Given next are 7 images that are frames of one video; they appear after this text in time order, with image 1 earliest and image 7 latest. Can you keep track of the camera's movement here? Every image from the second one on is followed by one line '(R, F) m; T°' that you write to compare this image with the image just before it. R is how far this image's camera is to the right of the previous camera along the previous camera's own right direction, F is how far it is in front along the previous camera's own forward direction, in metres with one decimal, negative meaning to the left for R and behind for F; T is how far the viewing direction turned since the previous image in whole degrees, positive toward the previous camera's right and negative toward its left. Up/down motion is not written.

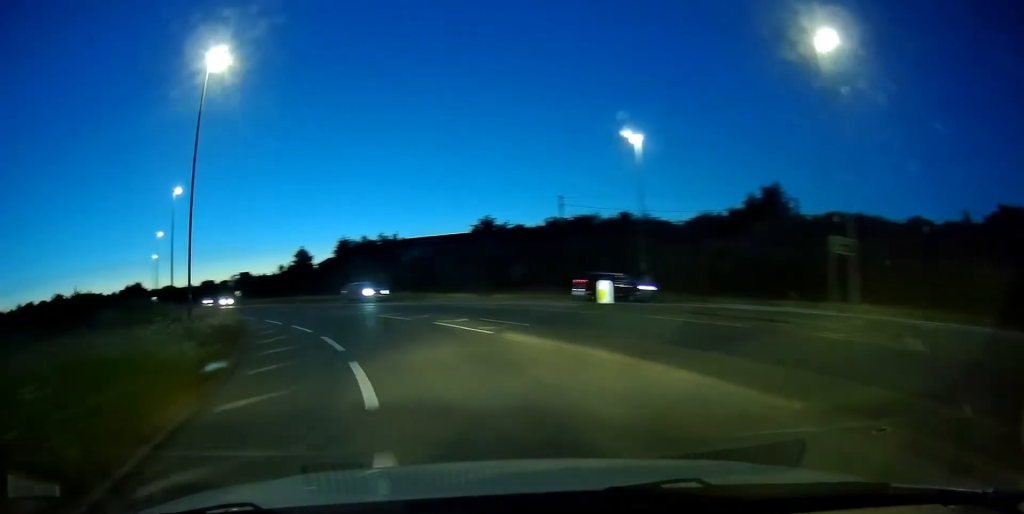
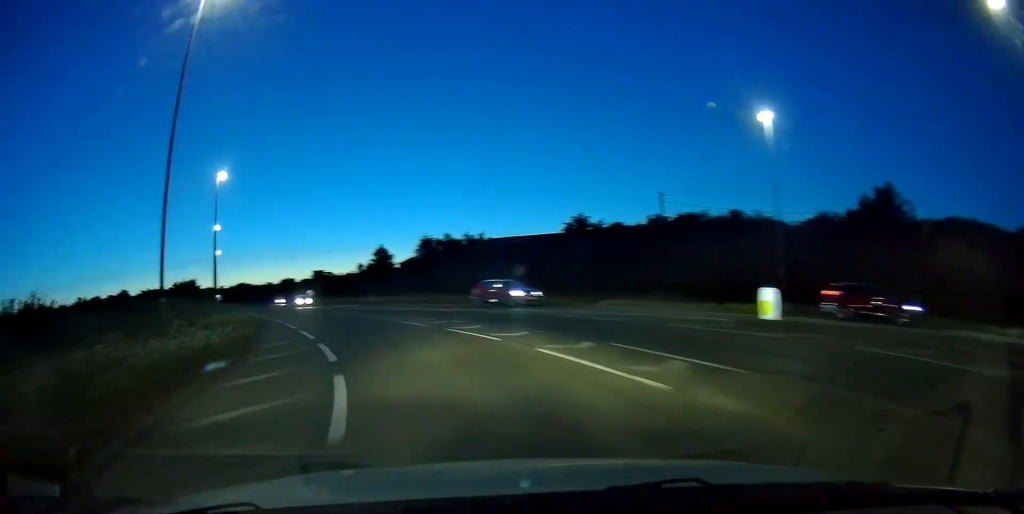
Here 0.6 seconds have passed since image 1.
(-0.2, +6.3) m; -7°
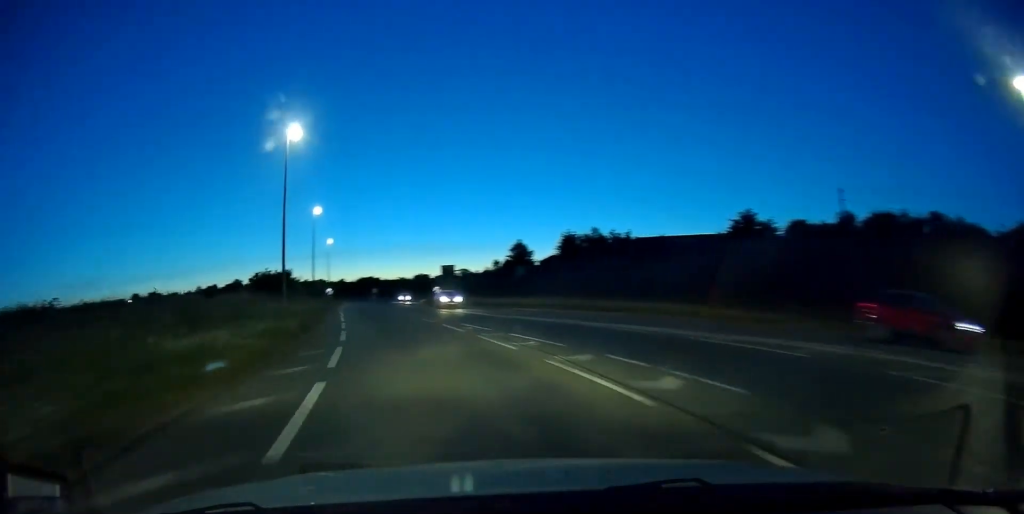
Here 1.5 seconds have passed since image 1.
(-1.1, +10.5) m; -15°
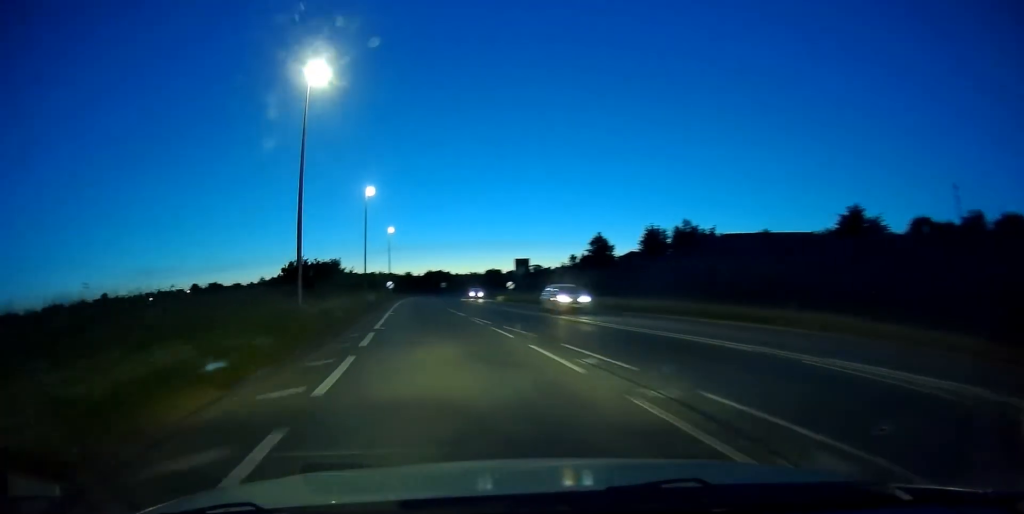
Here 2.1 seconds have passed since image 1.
(-1.0, +7.7) m; -11°
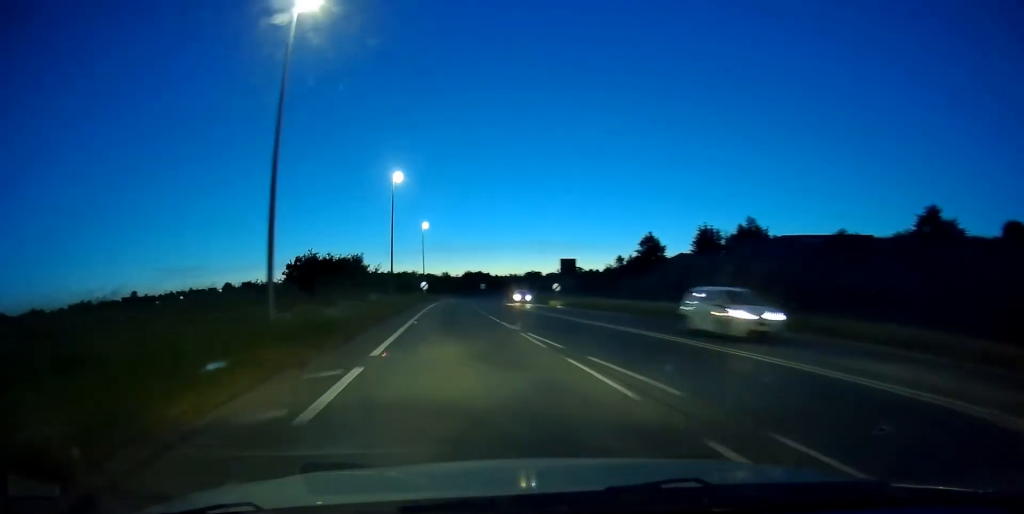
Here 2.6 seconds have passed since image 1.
(-0.4, +6.4) m; -9°
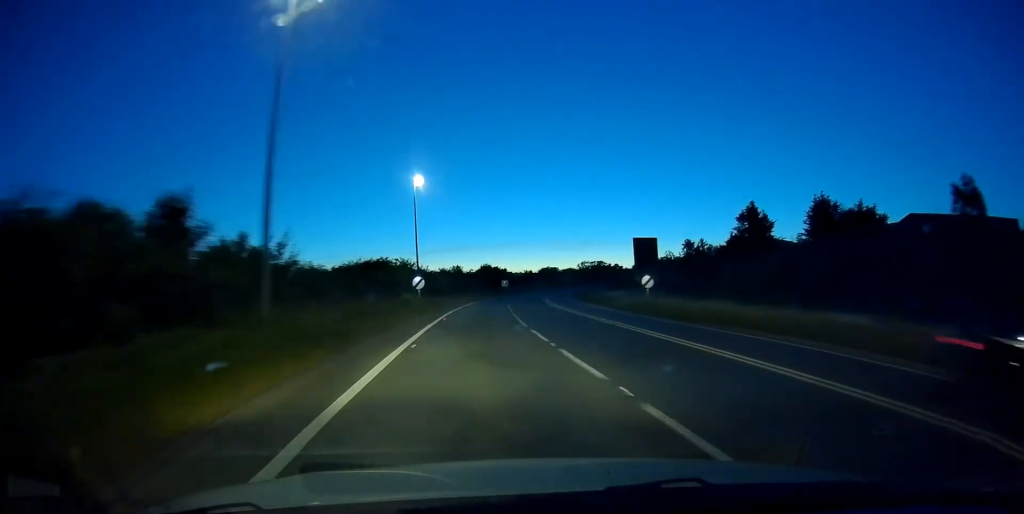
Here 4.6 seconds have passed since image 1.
(-4.5, +29.5) m; -11°
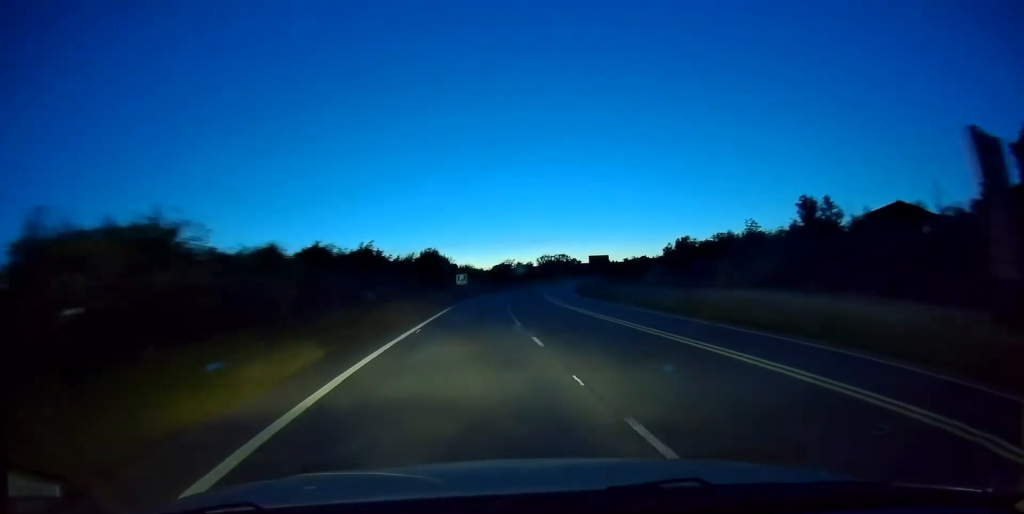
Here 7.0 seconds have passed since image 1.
(+0.4, +45.3) m; +2°
